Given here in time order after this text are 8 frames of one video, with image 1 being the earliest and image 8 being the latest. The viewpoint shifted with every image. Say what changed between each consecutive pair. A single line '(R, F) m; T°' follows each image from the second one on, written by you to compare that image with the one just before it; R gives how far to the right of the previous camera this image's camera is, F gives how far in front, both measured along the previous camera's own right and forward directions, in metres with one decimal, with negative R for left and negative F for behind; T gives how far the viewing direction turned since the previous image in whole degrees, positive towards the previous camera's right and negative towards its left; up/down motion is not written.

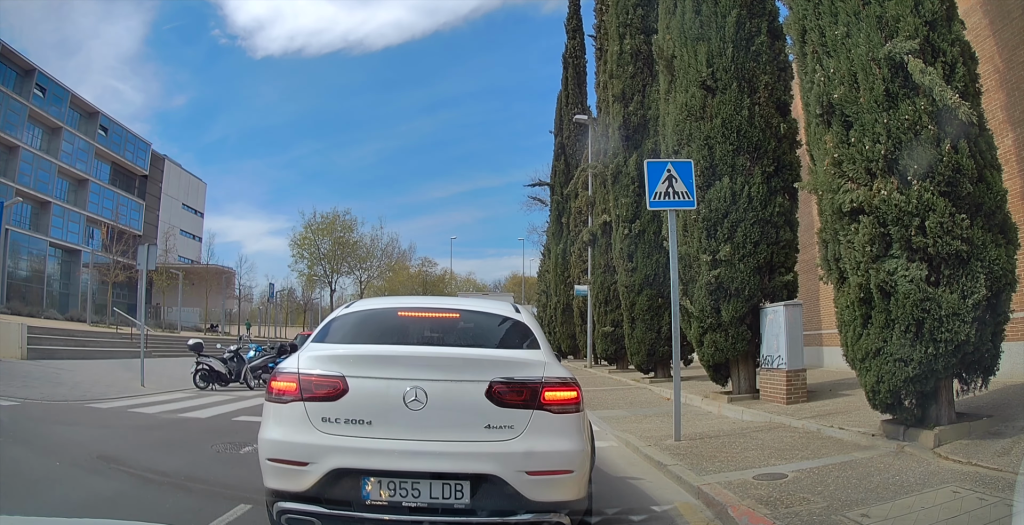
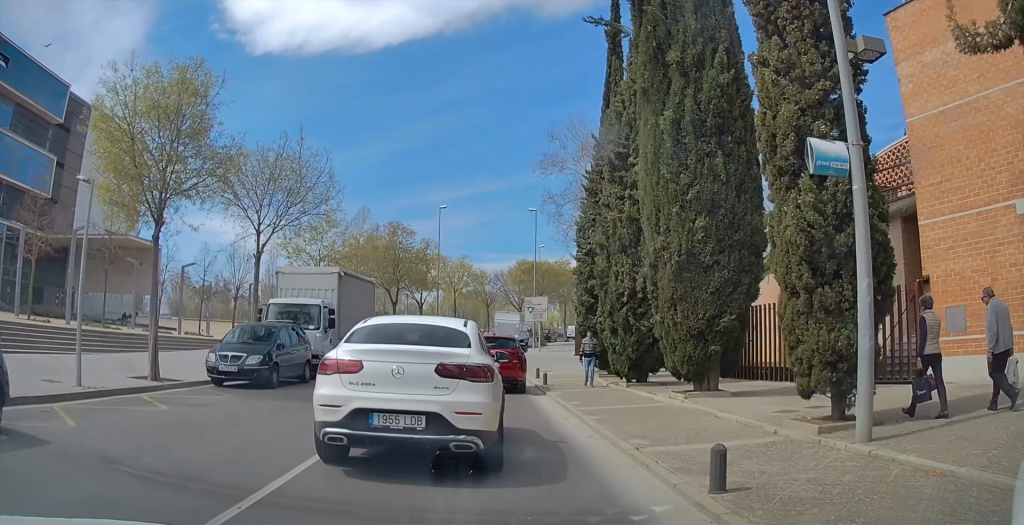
(+0.2, +24.8) m; +3°
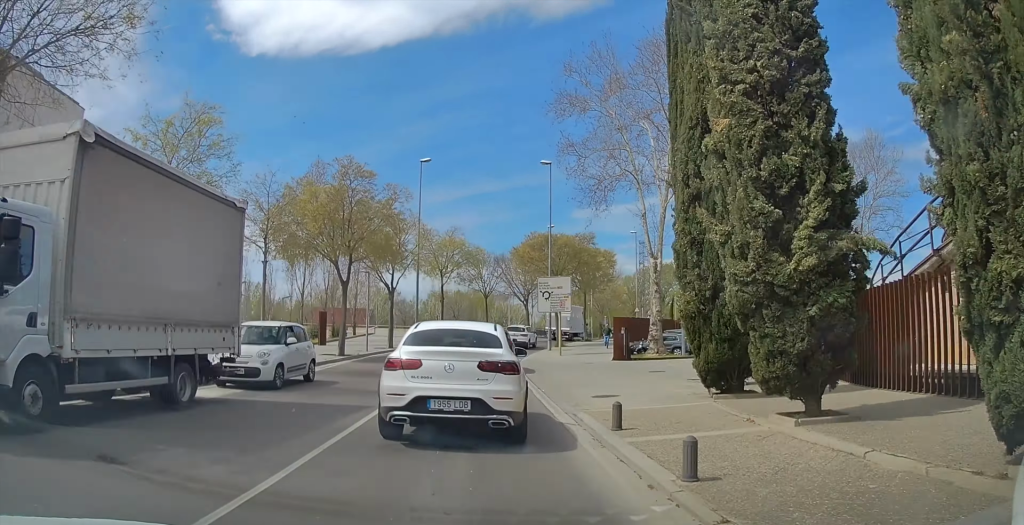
(+0.1, +13.4) m; +2°
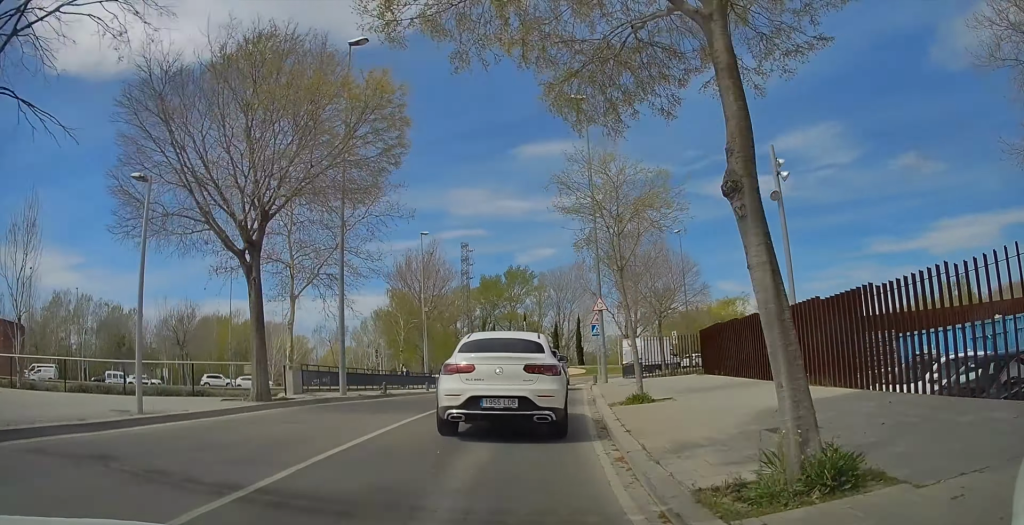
(+1.9, +31.8) m; +10°
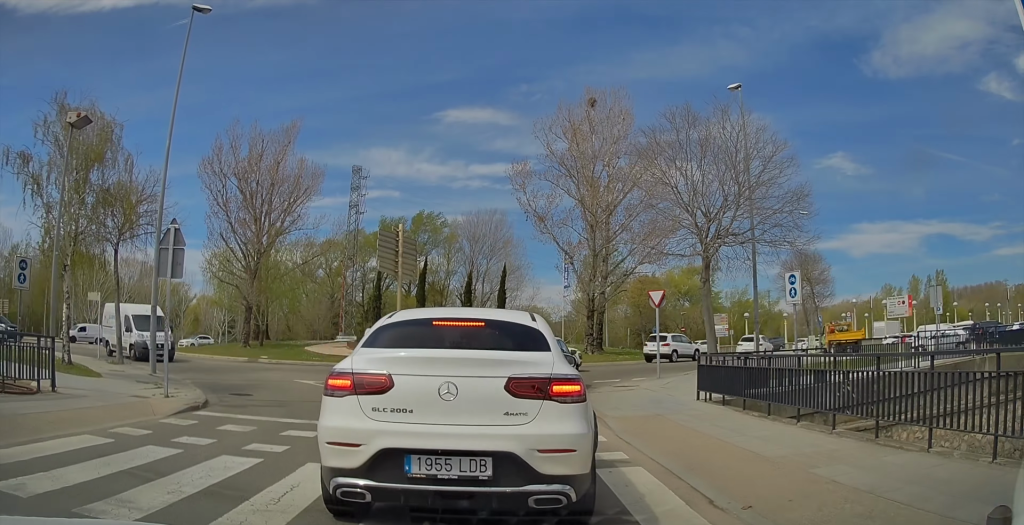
(+2.2, +25.5) m; +17°
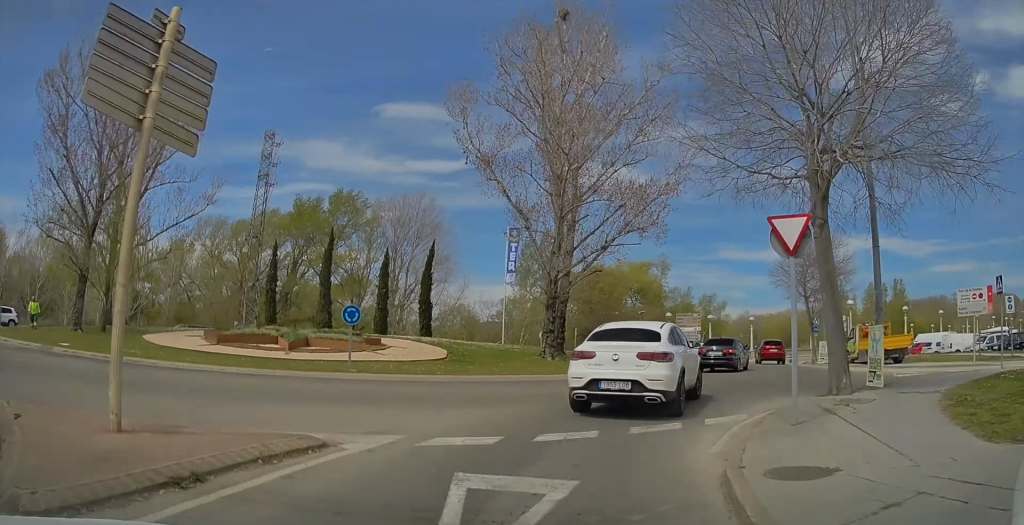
(+19.8, +54.6) m; +37°
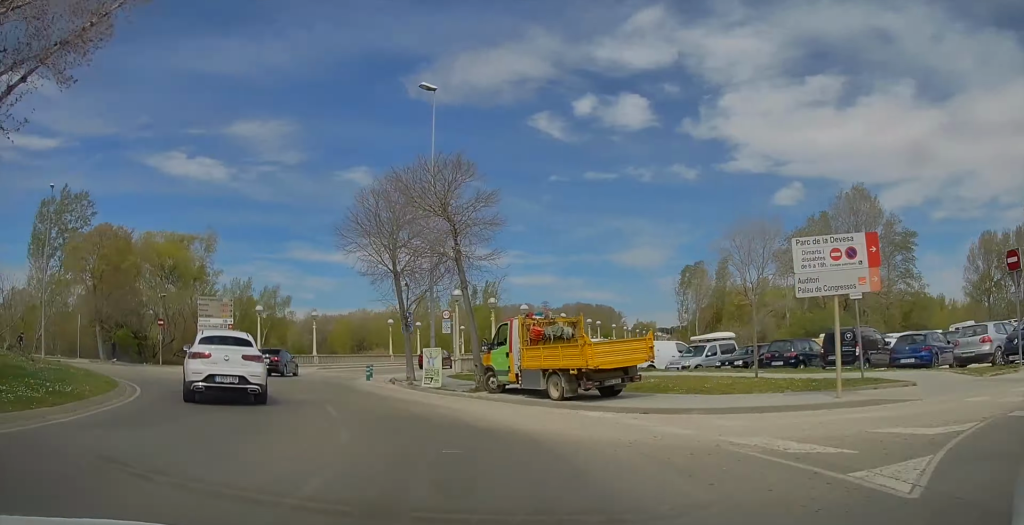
(+1.5, +22.2) m; +7°
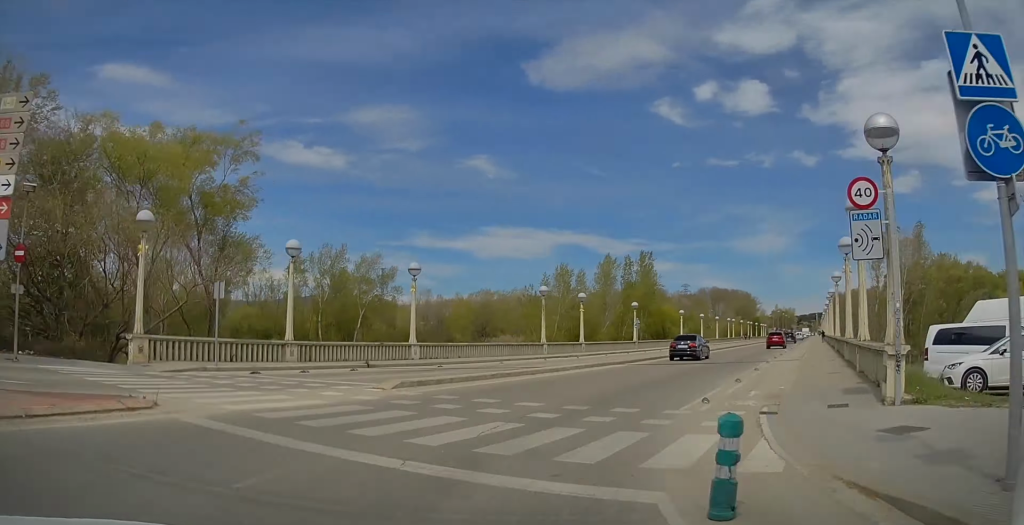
(+3.2, +32.0) m; +6°
